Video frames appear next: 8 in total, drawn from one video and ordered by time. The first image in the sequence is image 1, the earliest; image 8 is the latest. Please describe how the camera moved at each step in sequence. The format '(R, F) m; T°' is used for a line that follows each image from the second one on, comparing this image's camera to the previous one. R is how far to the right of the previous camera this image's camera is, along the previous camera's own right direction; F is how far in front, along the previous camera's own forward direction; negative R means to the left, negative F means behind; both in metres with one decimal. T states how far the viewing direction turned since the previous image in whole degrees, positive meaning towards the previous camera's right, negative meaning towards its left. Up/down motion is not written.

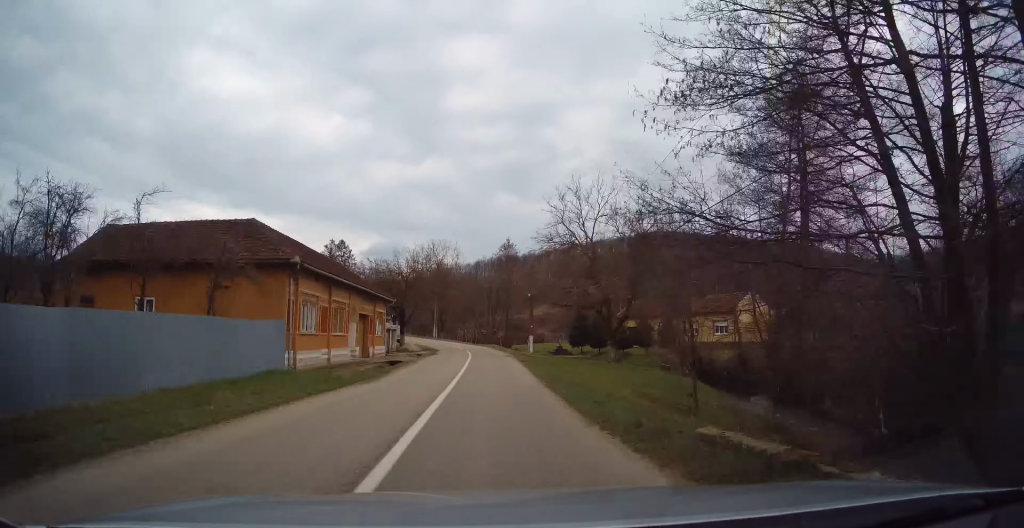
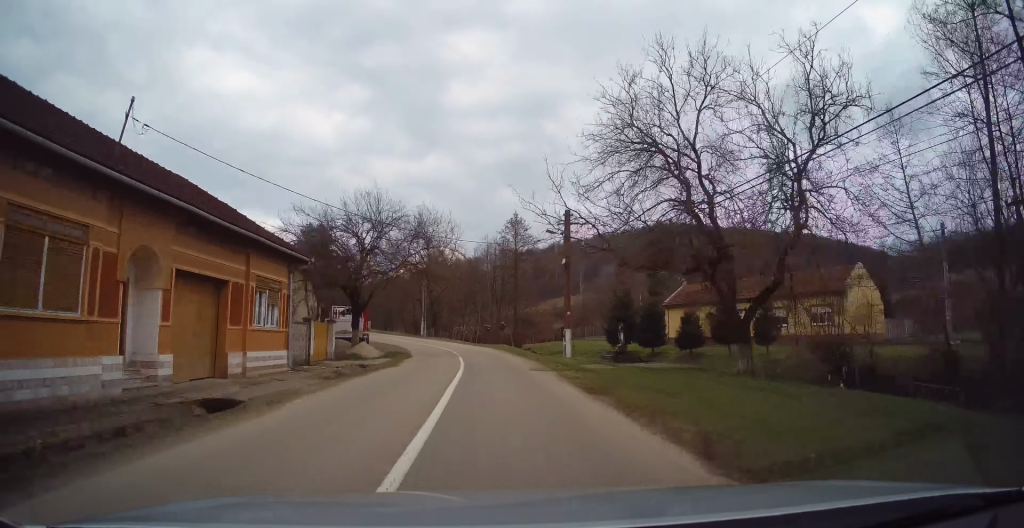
(-0.1, +20.4) m; 0°
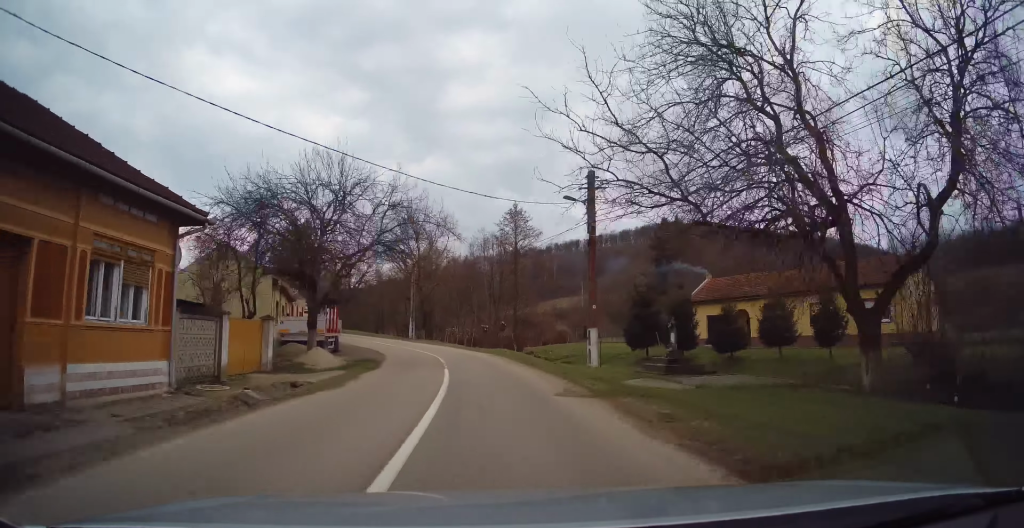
(0.0, +7.7) m; 0°
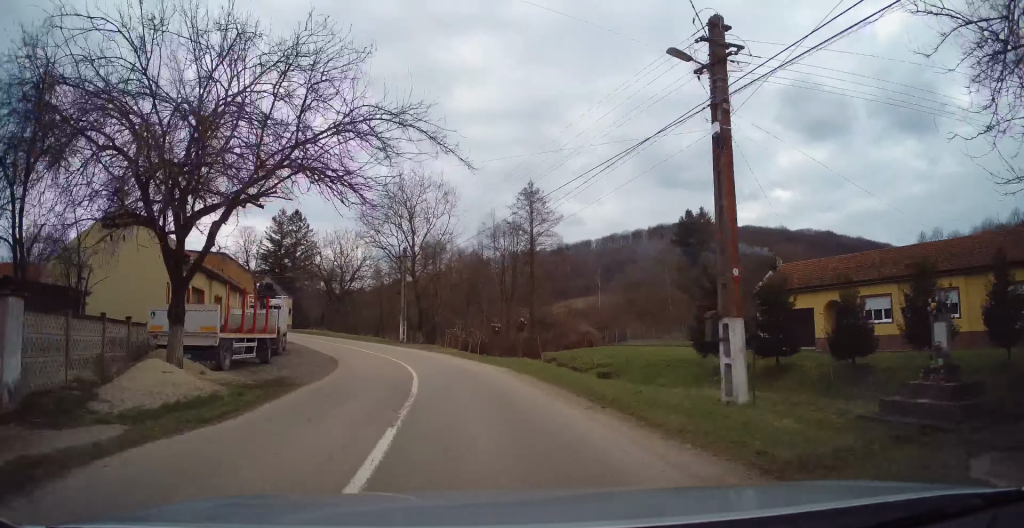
(+0.1, +12.1) m; -2°
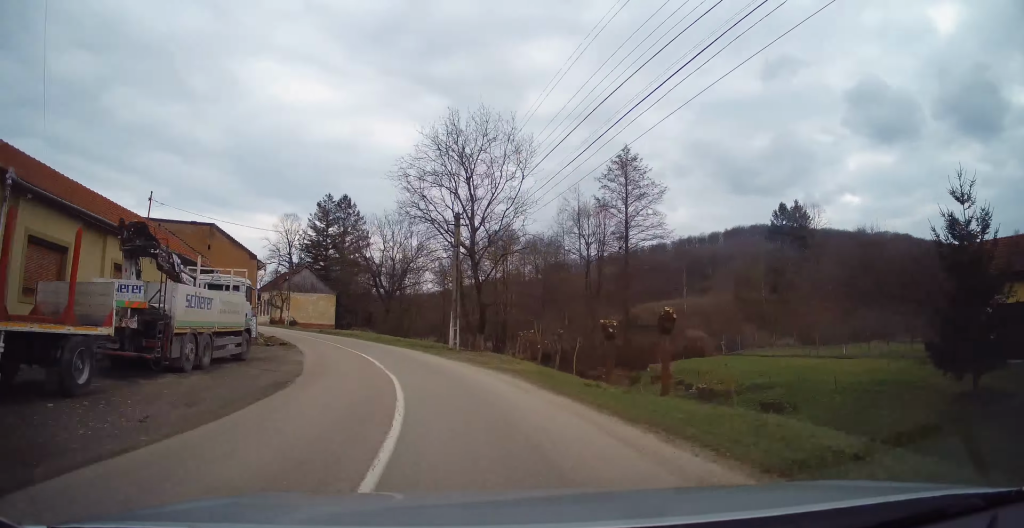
(-0.6, +14.8) m; -7°
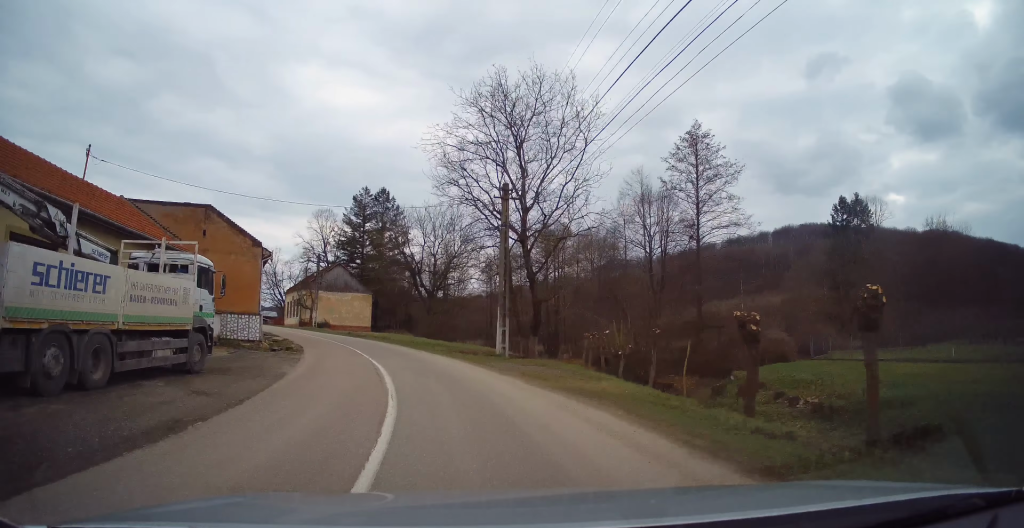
(0.0, +7.0) m; -5°
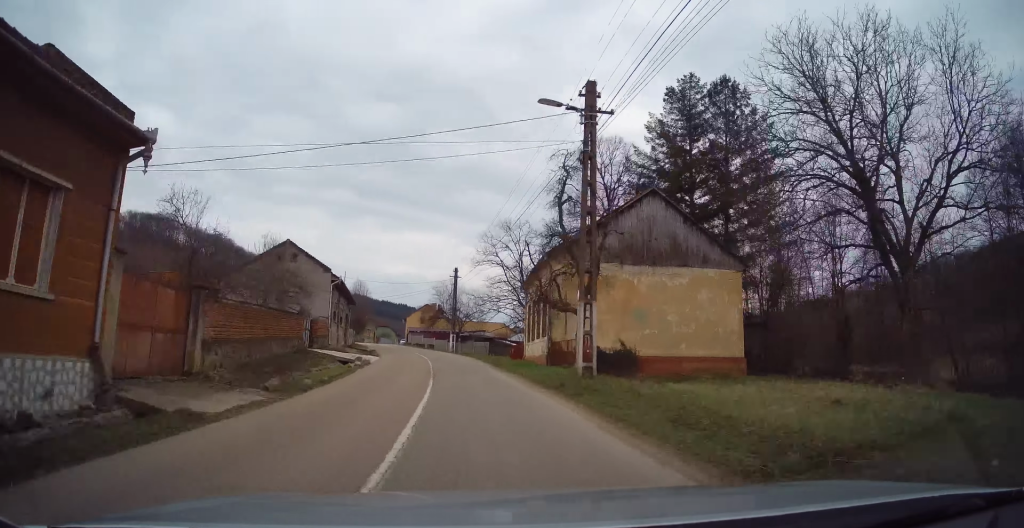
(-12.8, +43.3) m; -28°
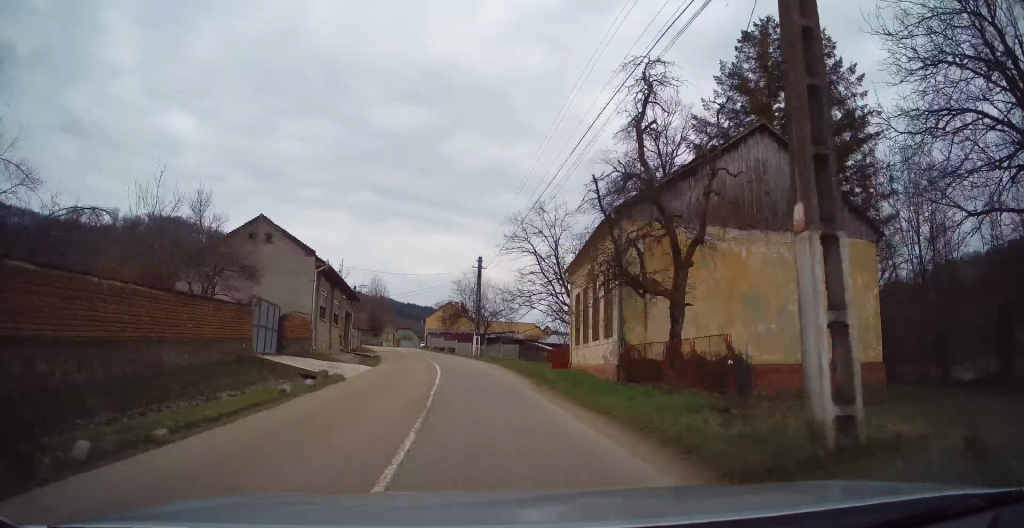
(-0.4, +8.6) m; -4°
